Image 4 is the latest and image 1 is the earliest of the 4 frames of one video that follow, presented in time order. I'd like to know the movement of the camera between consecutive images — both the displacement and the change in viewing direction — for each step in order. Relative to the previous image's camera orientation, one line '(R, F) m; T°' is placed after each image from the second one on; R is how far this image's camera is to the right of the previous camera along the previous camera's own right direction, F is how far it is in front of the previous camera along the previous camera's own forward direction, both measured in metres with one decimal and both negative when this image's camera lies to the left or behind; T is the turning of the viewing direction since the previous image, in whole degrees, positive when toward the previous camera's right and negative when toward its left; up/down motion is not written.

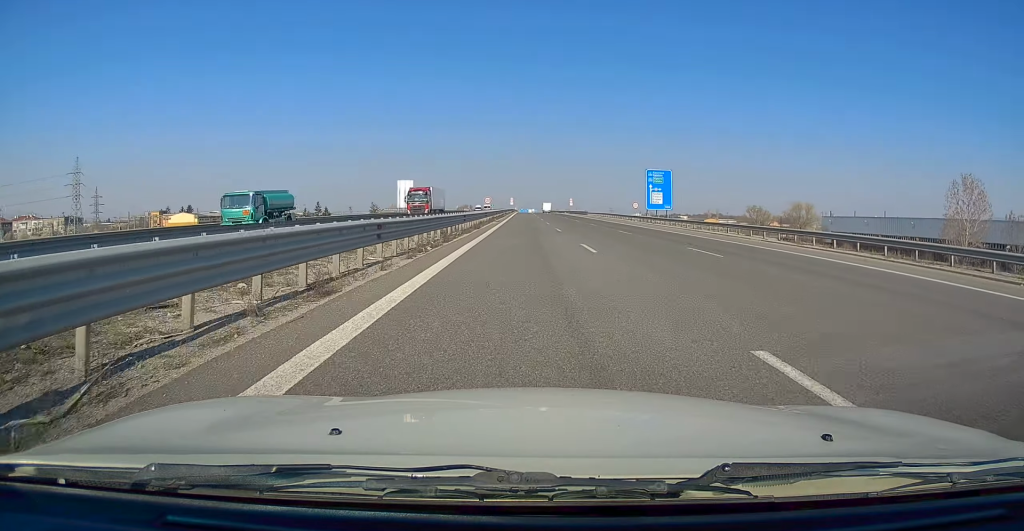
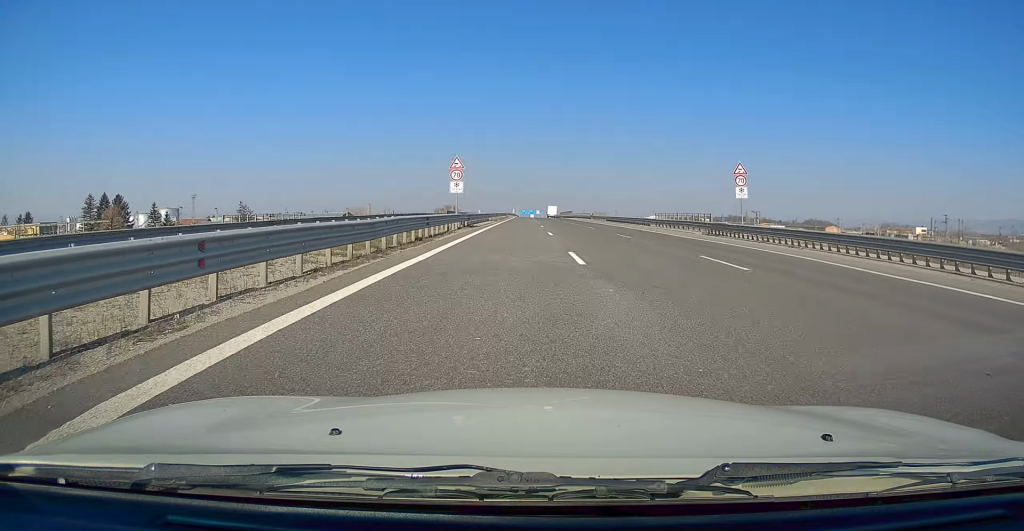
(+1.1, +131.6) m; 0°
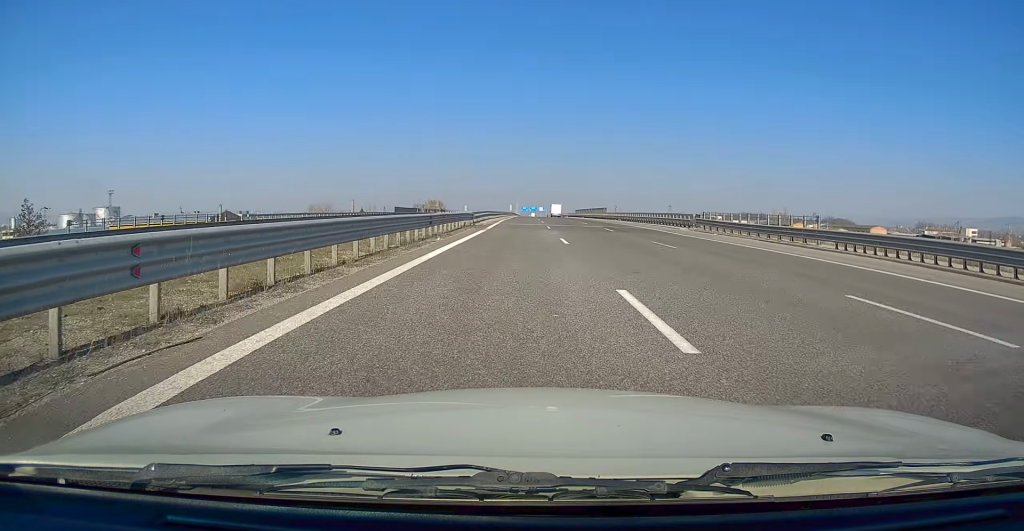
(-0.5, +72.1) m; 0°
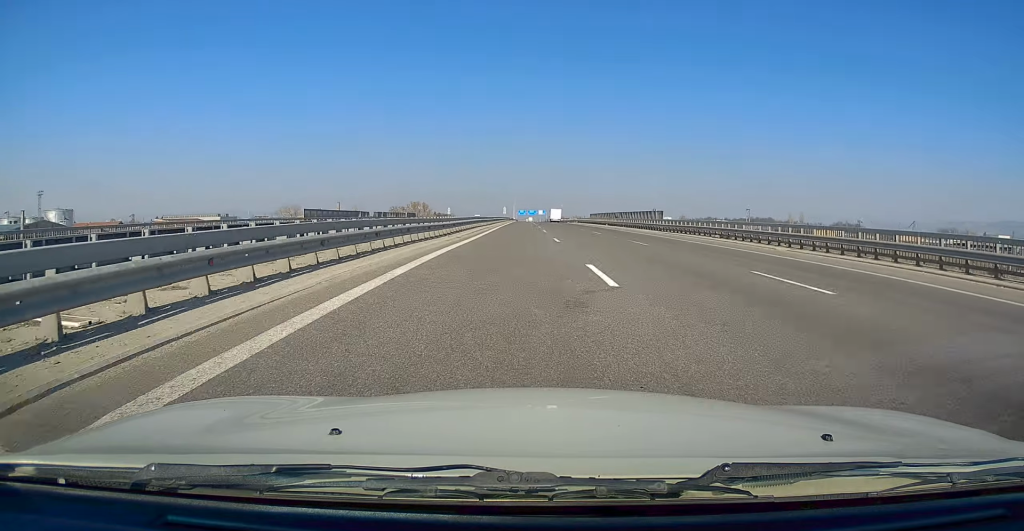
(-0.2, +43.4) m; 0°
